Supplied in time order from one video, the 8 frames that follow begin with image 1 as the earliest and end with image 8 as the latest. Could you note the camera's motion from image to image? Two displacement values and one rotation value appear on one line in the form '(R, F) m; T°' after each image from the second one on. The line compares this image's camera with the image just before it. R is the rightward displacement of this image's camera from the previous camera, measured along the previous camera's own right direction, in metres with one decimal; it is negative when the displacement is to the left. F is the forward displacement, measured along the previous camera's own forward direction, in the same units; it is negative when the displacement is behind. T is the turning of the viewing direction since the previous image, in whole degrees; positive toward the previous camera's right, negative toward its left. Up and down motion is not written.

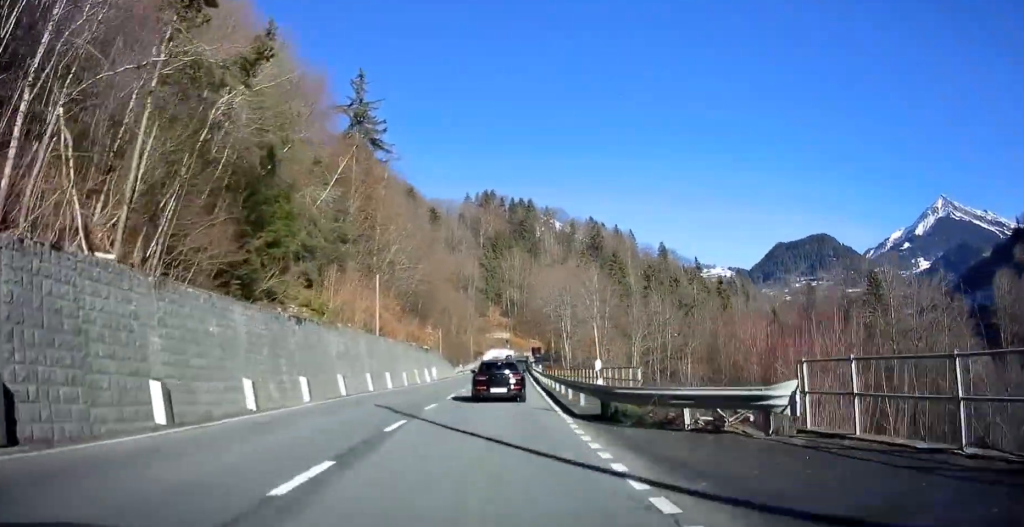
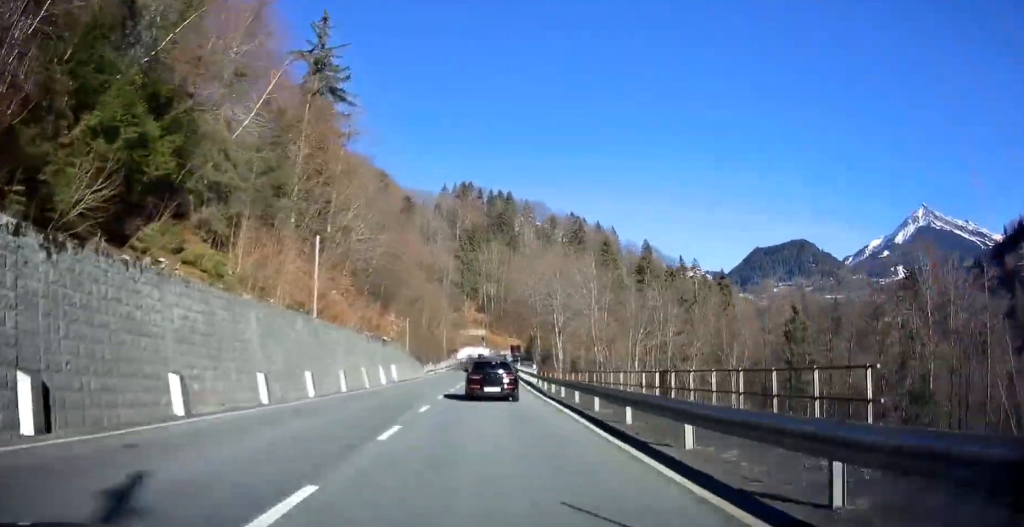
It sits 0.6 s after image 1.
(+0.3, +13.2) m; +2°
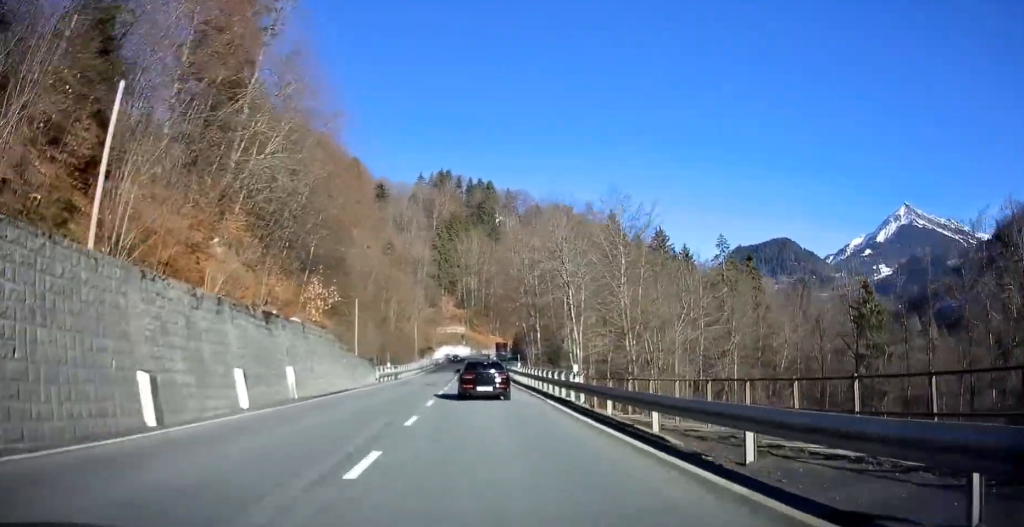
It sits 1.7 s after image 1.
(+0.5, +21.4) m; +2°
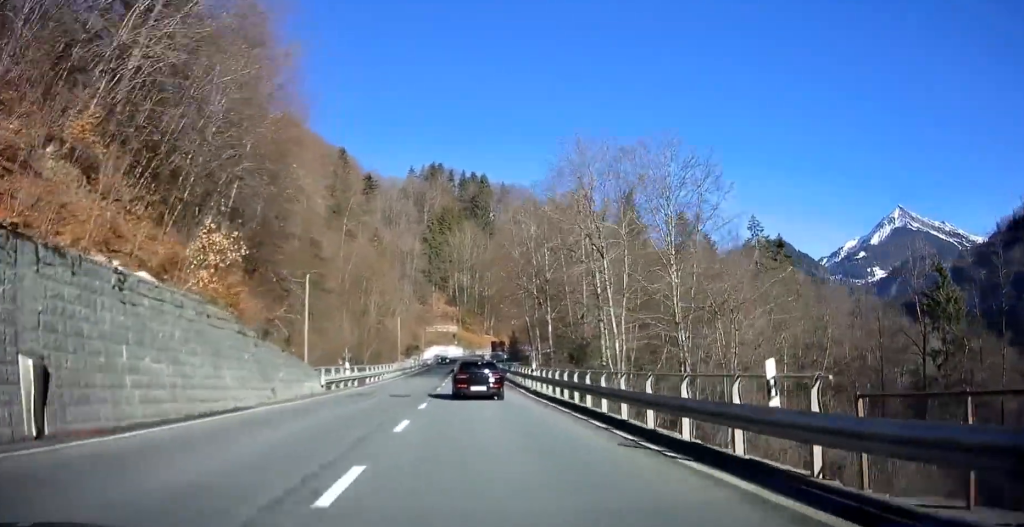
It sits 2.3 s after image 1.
(+0.2, +13.8) m; +1°
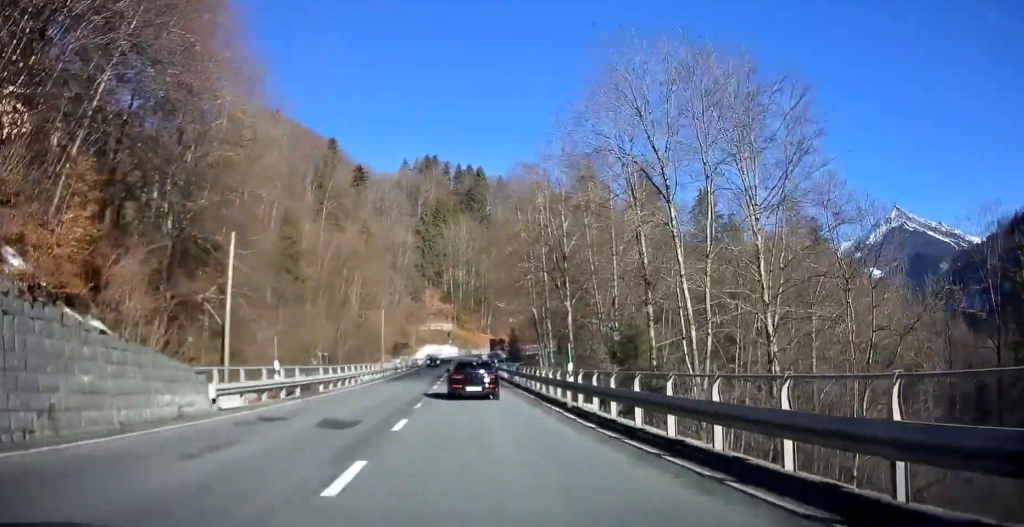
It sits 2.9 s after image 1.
(0.0, +11.1) m; +1°
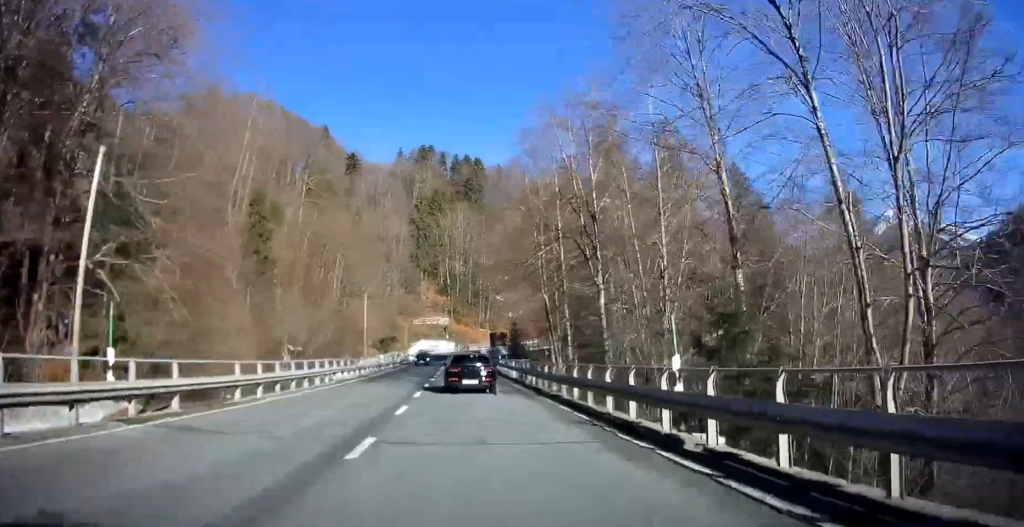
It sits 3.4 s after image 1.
(+0.1, +10.4) m; 0°
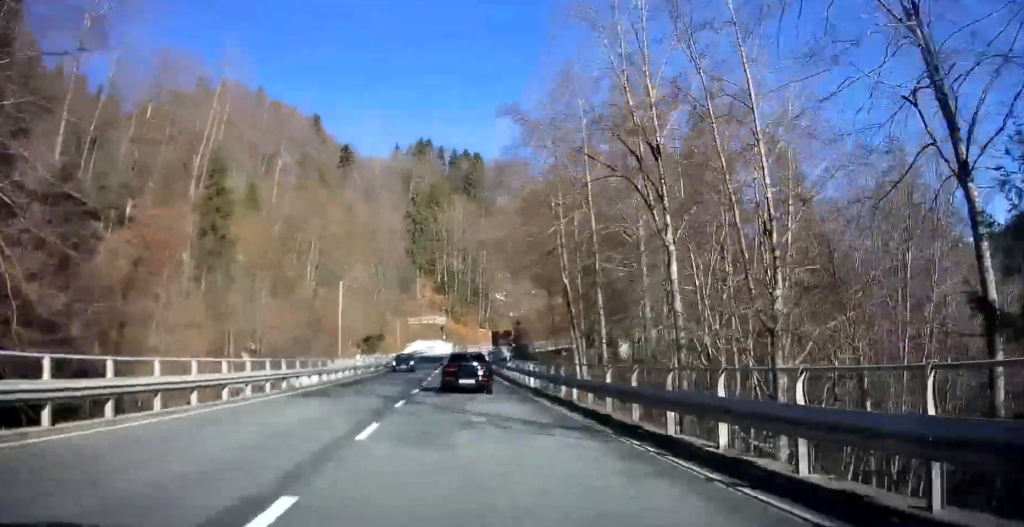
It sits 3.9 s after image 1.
(0.0, +10.4) m; 0°
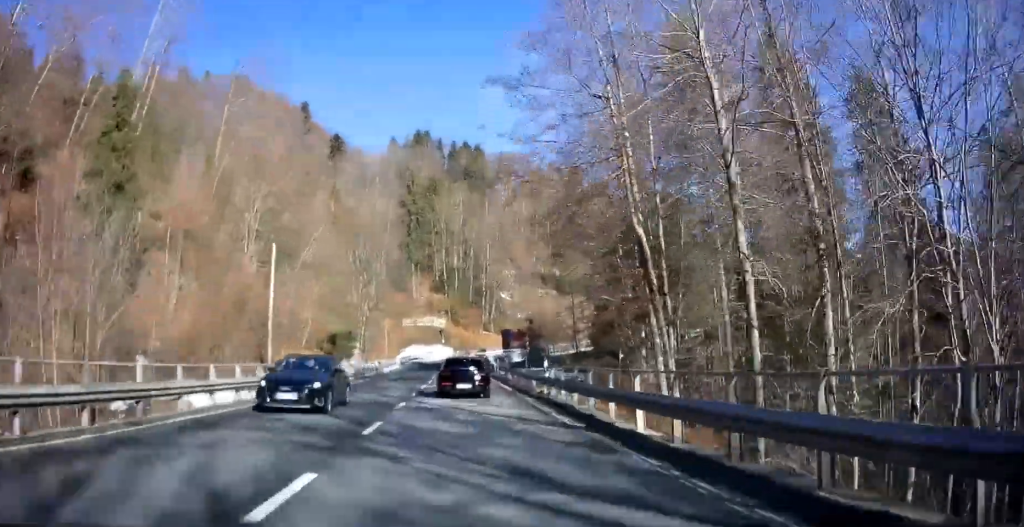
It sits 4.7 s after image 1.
(+0.1, +16.9) m; +1°
